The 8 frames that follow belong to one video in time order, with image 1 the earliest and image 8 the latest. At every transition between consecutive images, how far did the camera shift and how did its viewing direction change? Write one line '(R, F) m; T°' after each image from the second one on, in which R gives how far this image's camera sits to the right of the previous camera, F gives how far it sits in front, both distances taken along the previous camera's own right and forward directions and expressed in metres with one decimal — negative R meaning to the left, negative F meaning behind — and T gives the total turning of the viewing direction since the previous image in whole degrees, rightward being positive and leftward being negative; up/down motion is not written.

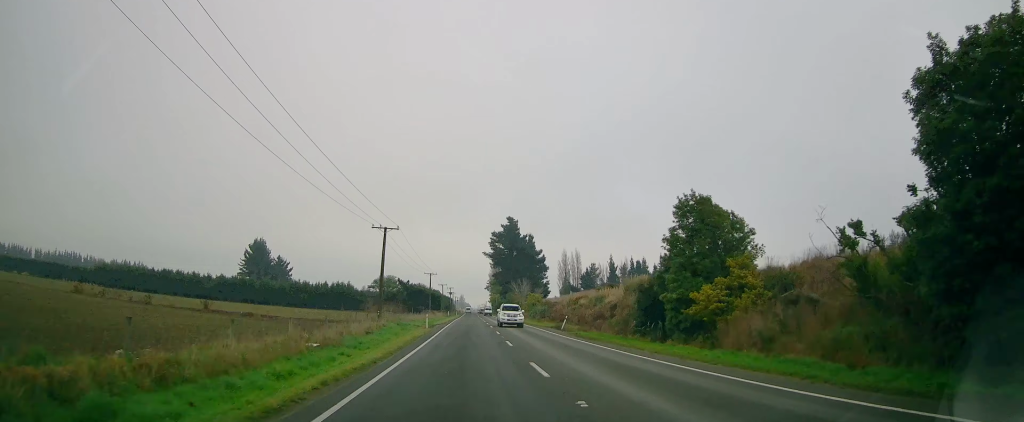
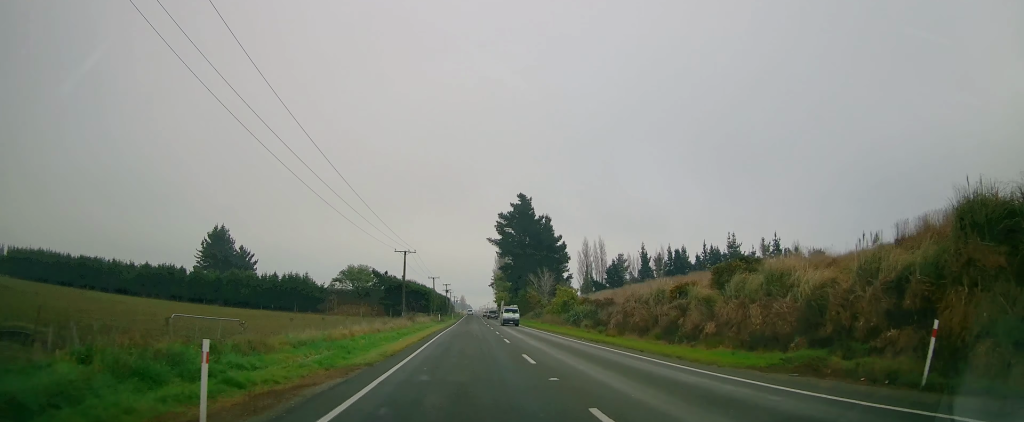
(-0.1, +37.6) m; 0°
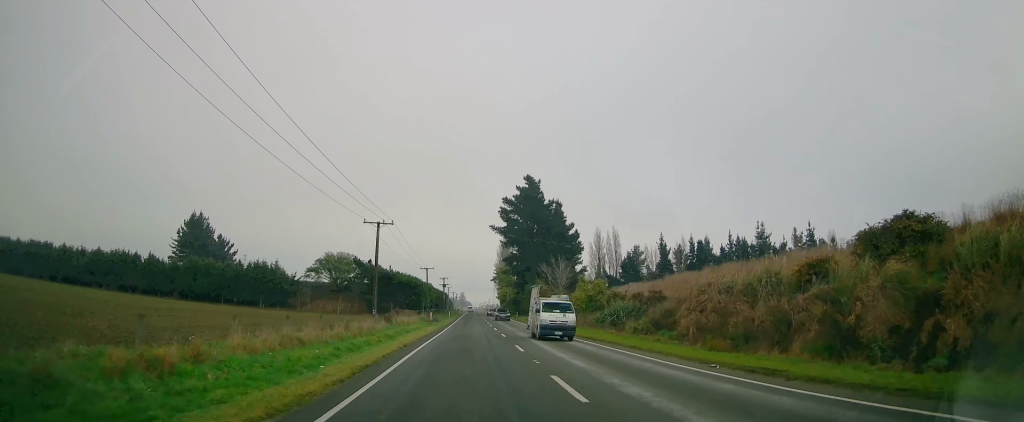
(0.0, +16.7) m; -1°
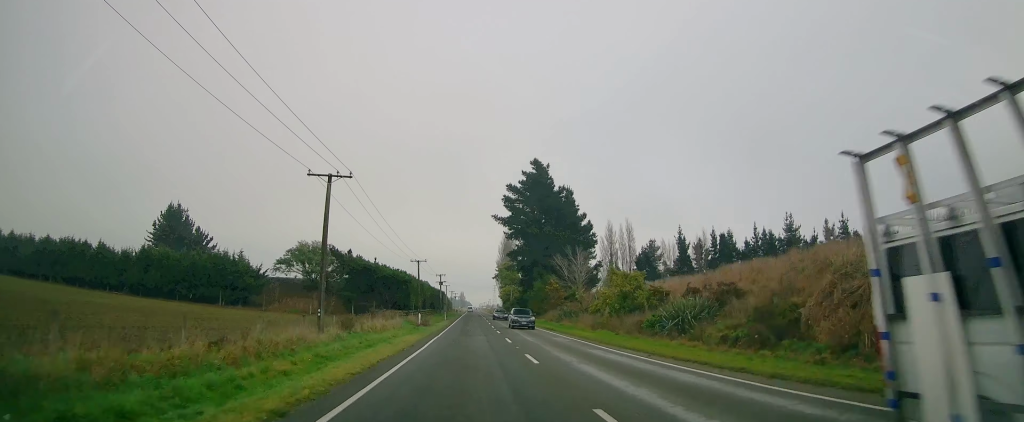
(0.0, +14.1) m; -1°
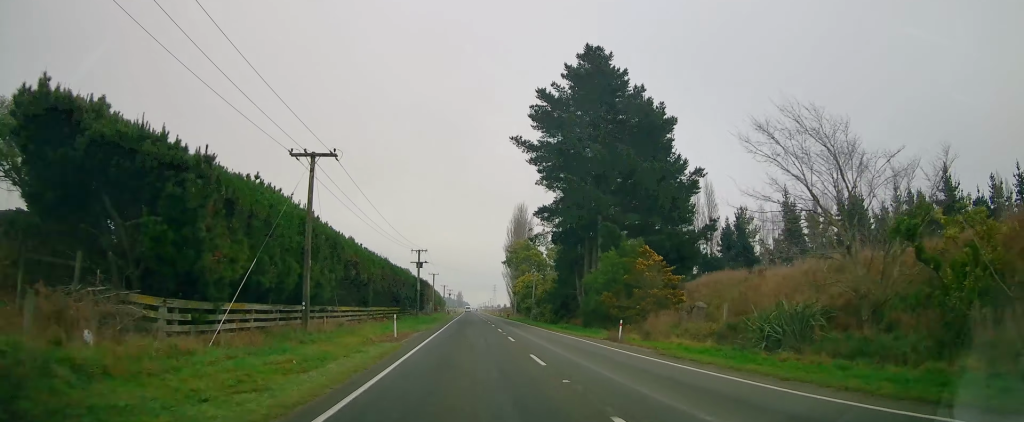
(+0.2, +50.2) m; +2°
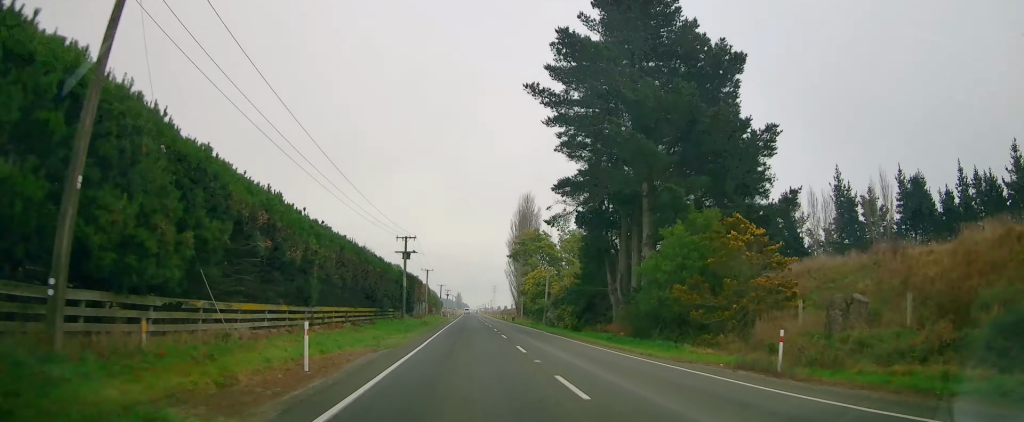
(0.0, +15.0) m; -1°
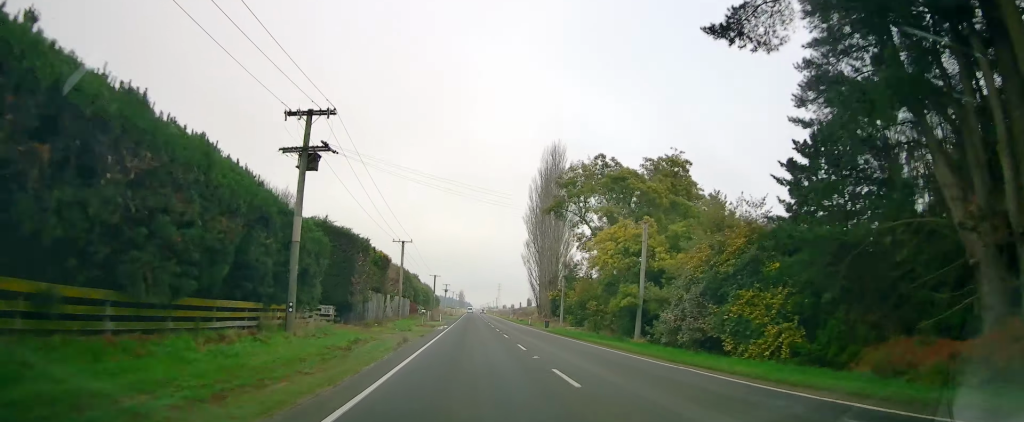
(-0.8, +37.6) m; -1°
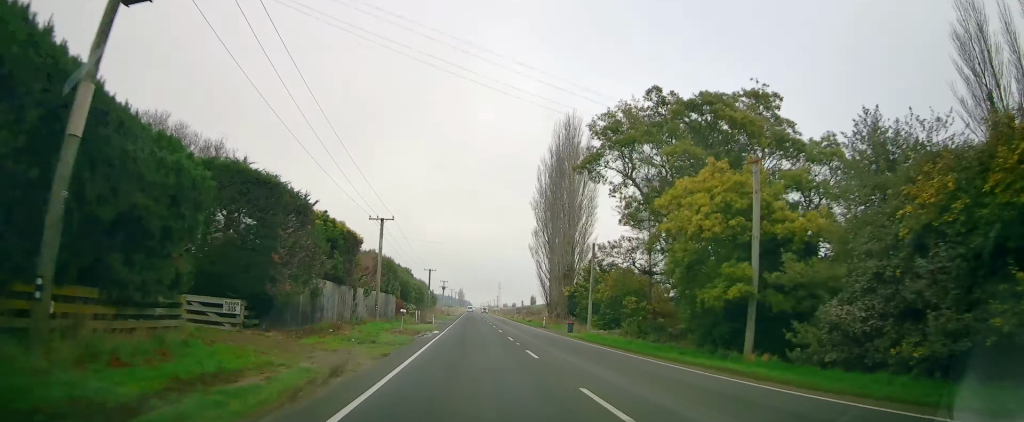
(+0.4, +13.1) m; 0°
